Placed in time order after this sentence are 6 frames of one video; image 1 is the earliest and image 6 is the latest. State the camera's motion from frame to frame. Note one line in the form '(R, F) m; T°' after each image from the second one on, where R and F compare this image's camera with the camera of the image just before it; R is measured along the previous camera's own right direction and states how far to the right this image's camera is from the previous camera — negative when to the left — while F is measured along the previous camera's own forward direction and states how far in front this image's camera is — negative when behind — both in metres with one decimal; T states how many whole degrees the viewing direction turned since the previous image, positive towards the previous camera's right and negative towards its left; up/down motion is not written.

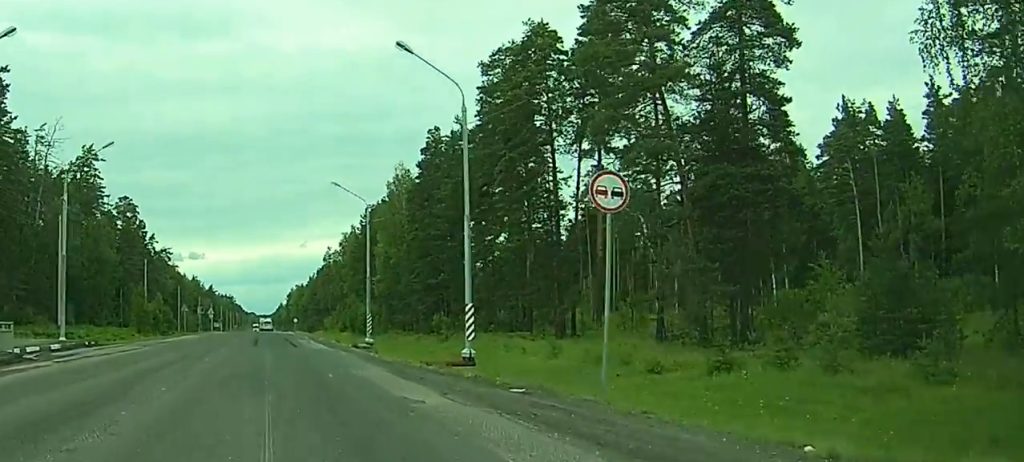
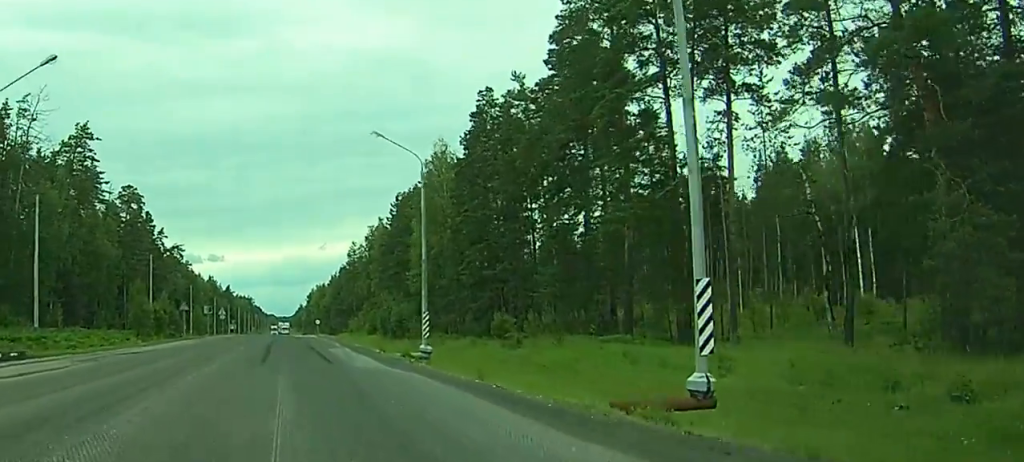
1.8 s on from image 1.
(+0.5, +14.8) m; 0°
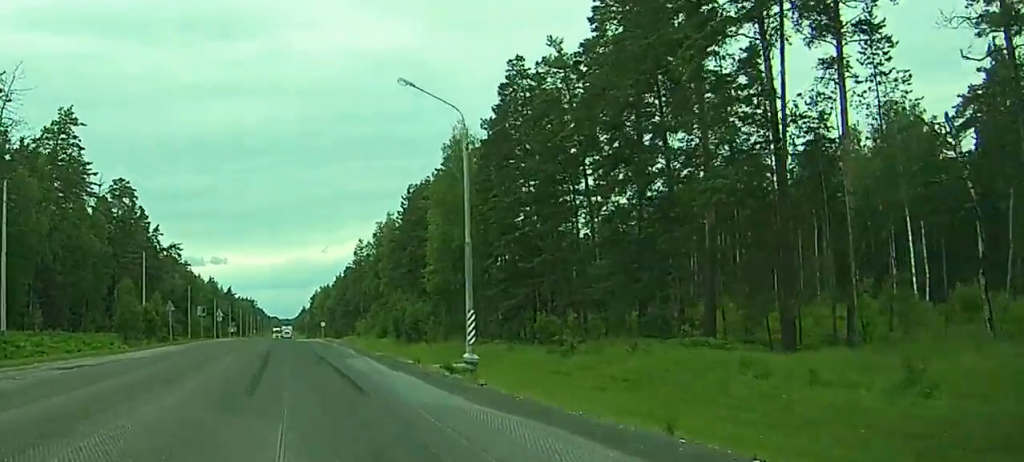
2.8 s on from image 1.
(+0.3, +9.9) m; +1°
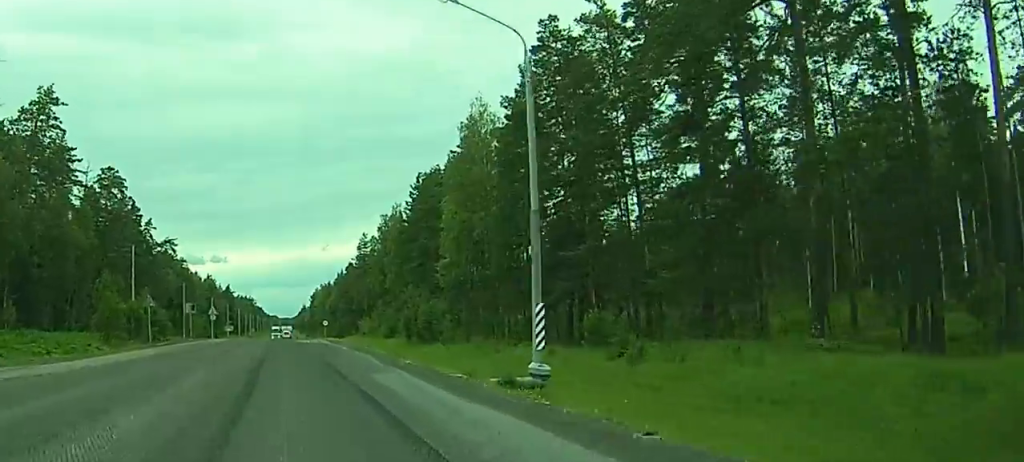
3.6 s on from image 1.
(-0.2, +9.4) m; -1°
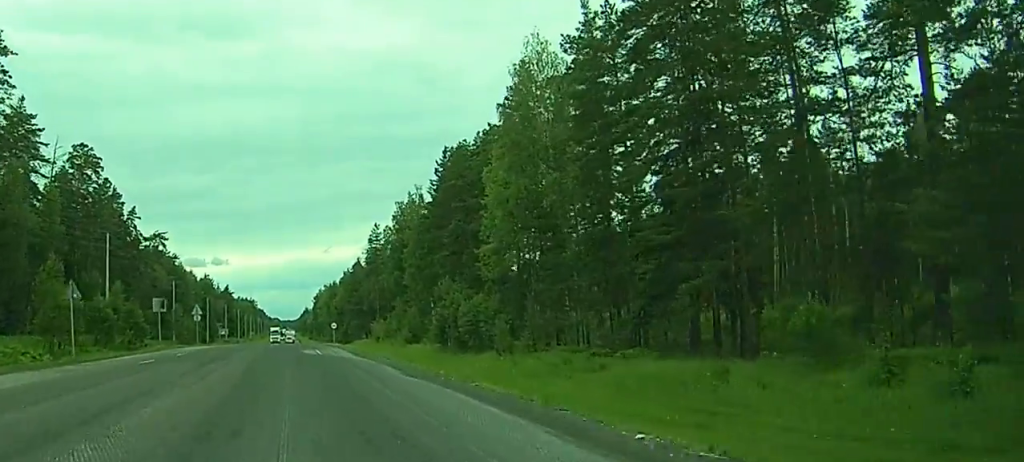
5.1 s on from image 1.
(+0.2, +19.7) m; +1°
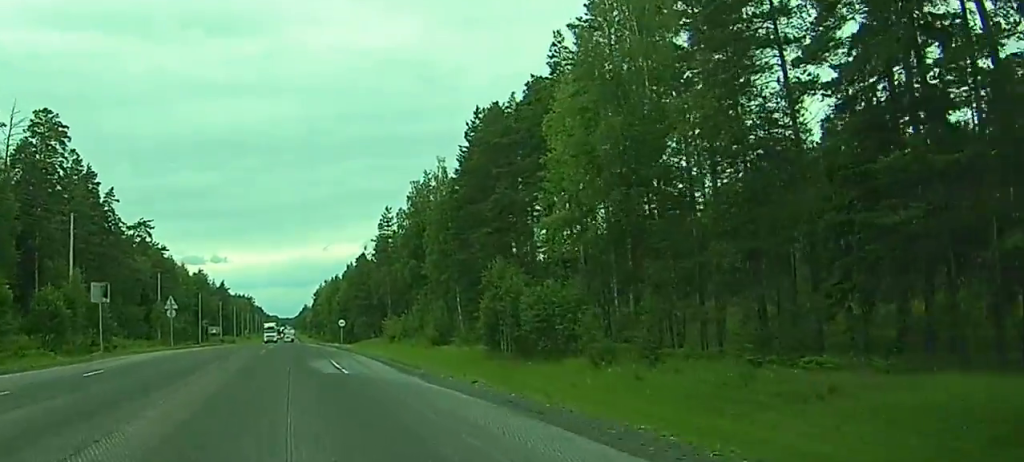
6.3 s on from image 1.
(+0.1, +18.2) m; 0°
